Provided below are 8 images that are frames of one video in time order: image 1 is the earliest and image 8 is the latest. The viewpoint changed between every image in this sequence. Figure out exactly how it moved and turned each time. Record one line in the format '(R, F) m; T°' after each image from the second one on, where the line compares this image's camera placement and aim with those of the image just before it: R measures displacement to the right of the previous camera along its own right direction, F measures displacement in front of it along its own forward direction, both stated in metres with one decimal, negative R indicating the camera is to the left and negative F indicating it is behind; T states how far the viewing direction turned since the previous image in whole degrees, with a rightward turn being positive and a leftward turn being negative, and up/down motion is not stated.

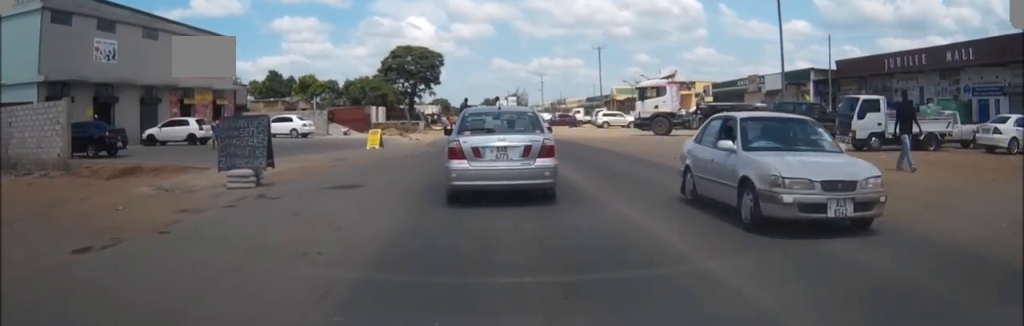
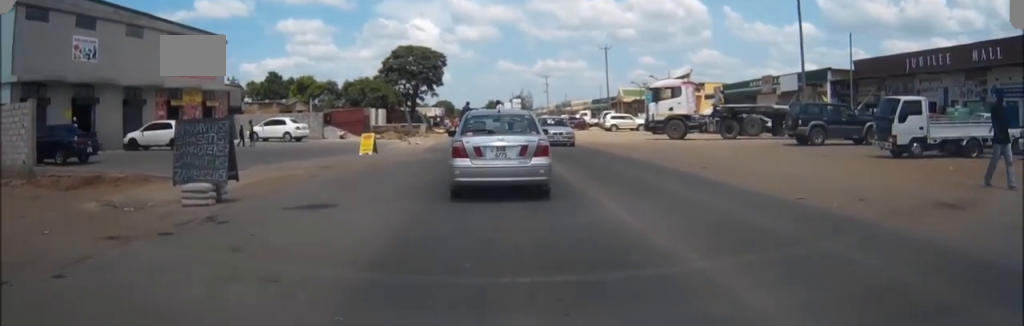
(0.0, +2.4) m; 0°
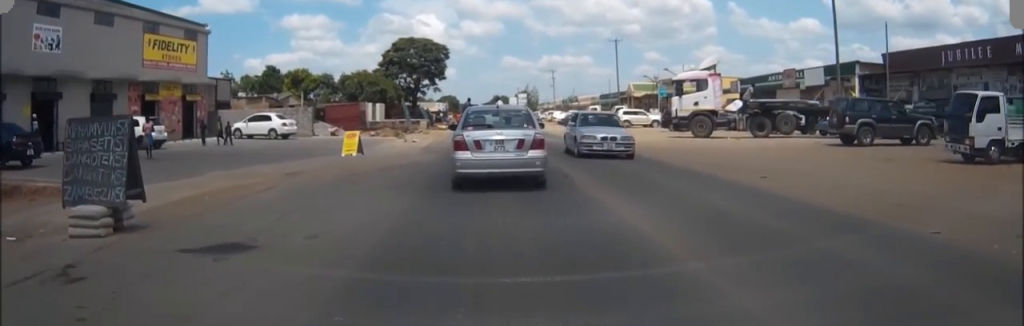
(0.0, +3.7) m; +1°
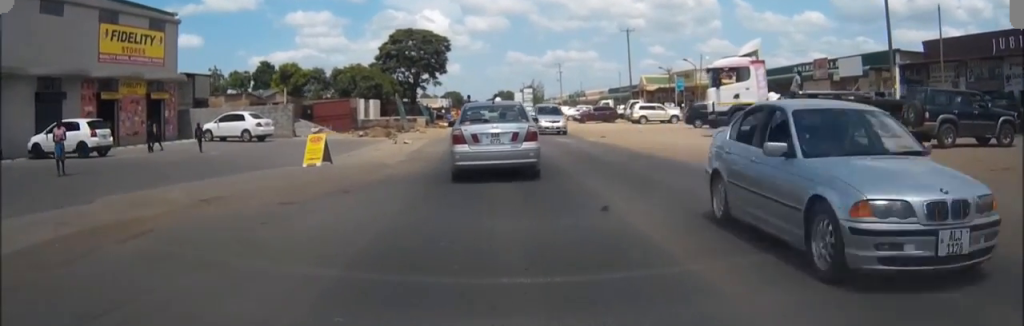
(+0.1, +5.6) m; +1°
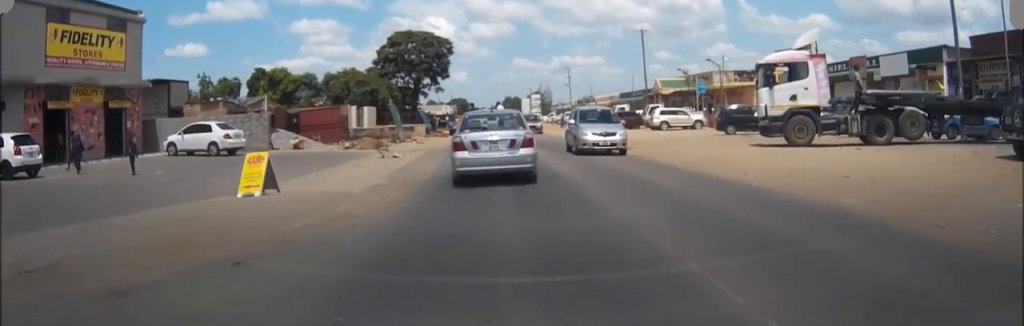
(0.0, +5.6) m; -2°
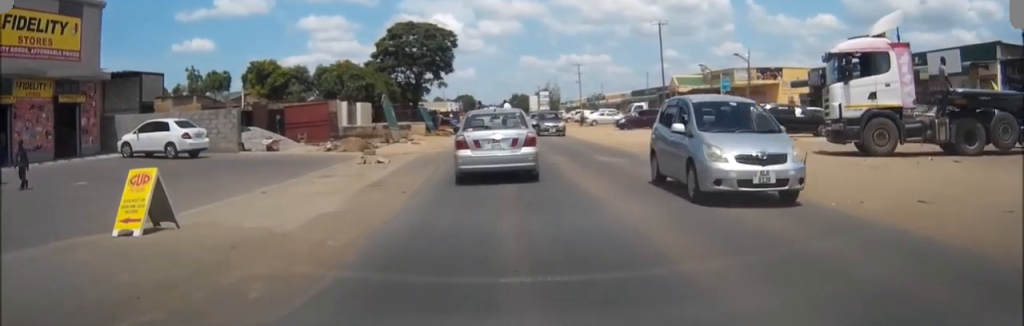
(-0.1, +5.2) m; 0°
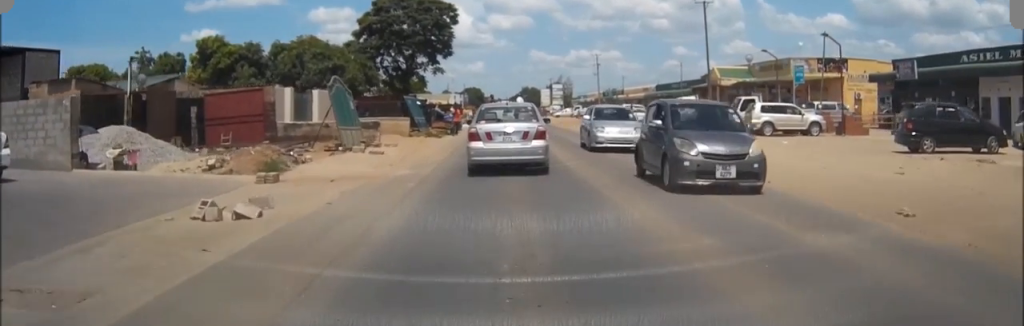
(0.0, +14.0) m; -1°
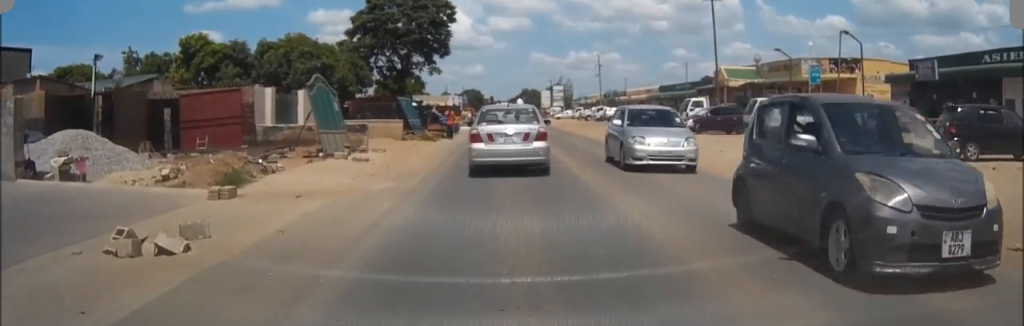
(0.0, +2.7) m; 0°
